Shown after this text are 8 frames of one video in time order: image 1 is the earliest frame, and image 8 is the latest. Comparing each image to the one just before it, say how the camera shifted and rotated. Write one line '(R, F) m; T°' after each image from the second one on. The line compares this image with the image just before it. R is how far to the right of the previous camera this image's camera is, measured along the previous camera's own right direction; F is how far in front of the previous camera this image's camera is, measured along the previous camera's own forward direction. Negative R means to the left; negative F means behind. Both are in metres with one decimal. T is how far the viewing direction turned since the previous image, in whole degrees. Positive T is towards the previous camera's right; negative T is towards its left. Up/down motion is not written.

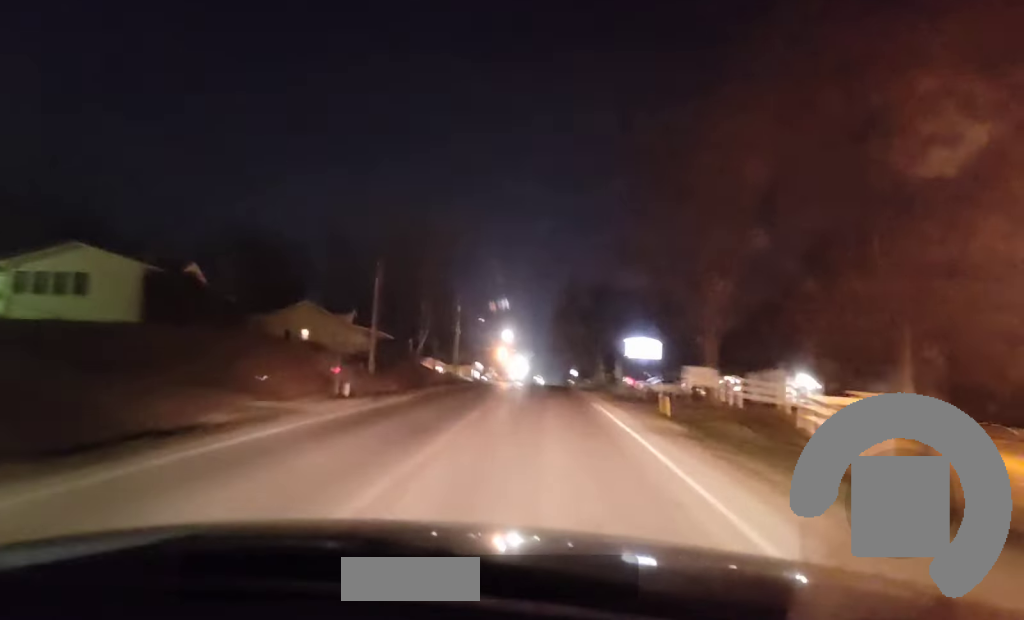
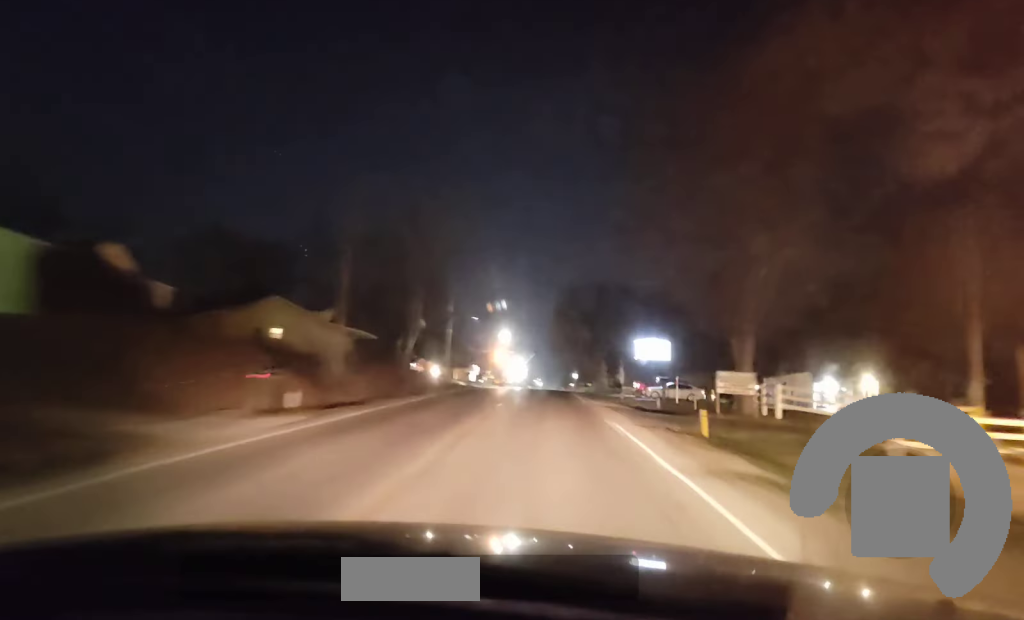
(-0.1, +8.8) m; 0°
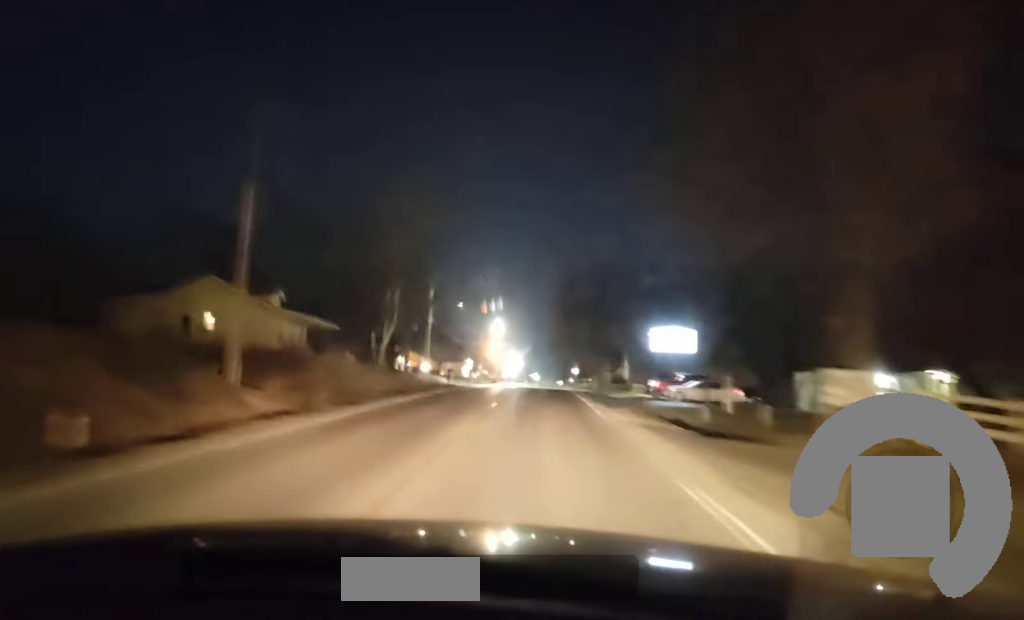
(-0.2, +14.4) m; 0°
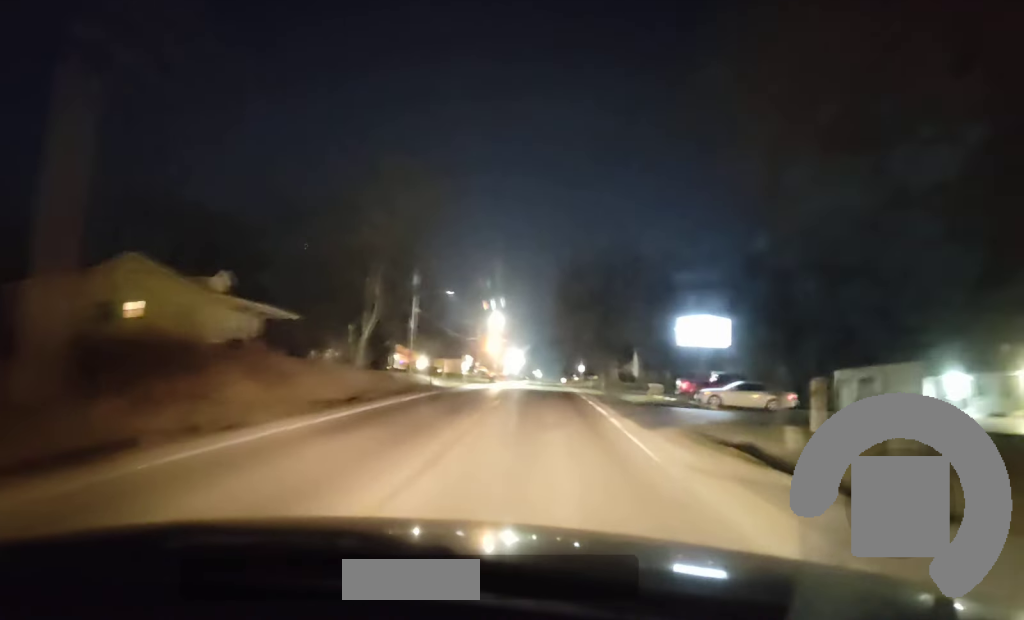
(0.0, +11.1) m; 0°
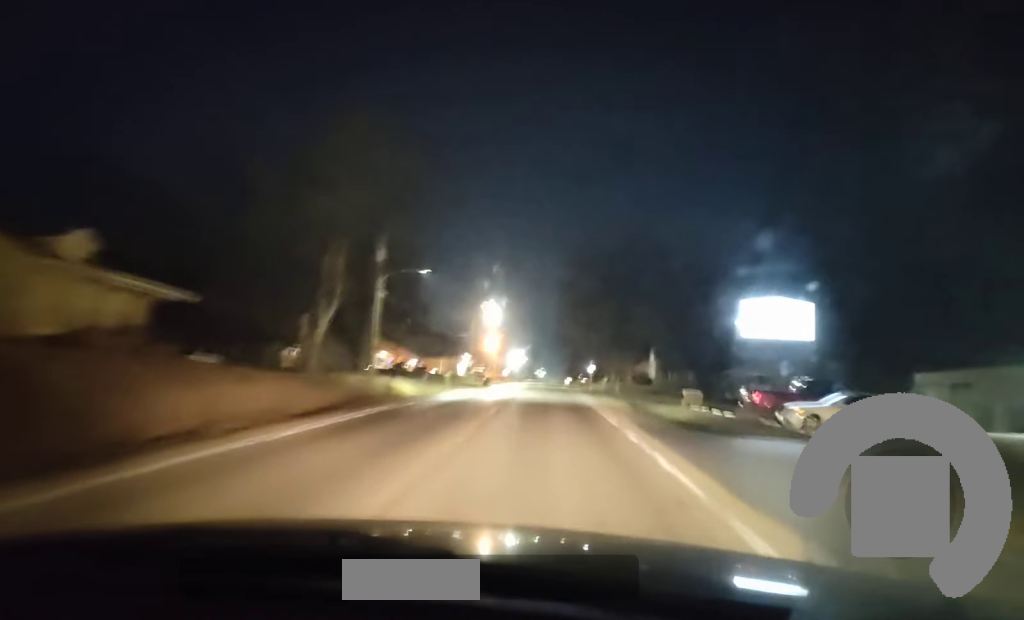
(+0.1, +15.1) m; -1°
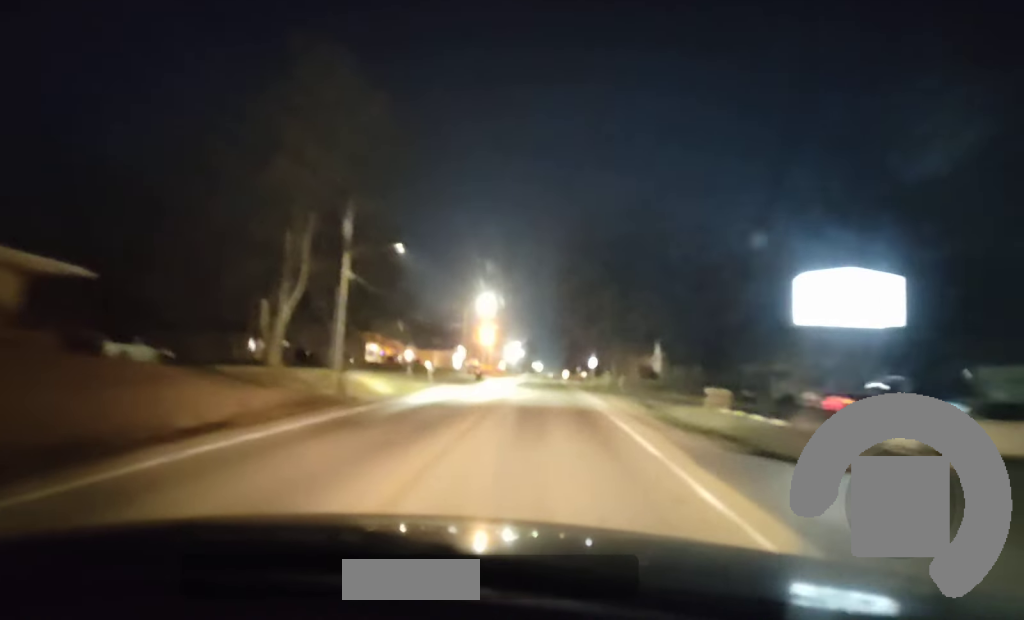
(-0.2, +9.5) m; 0°
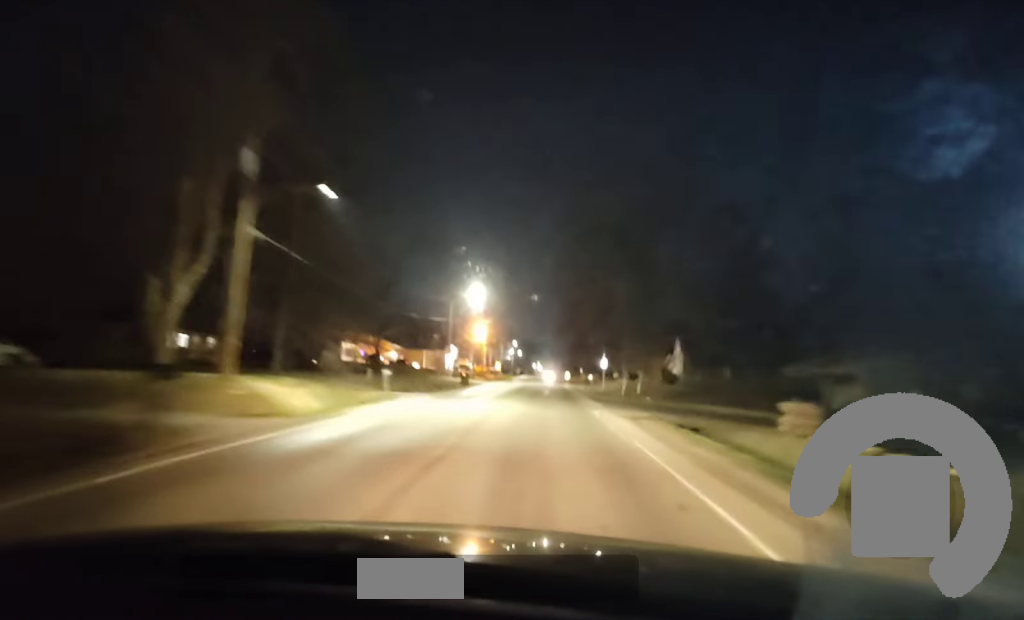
(-0.1, +14.2) m; 0°
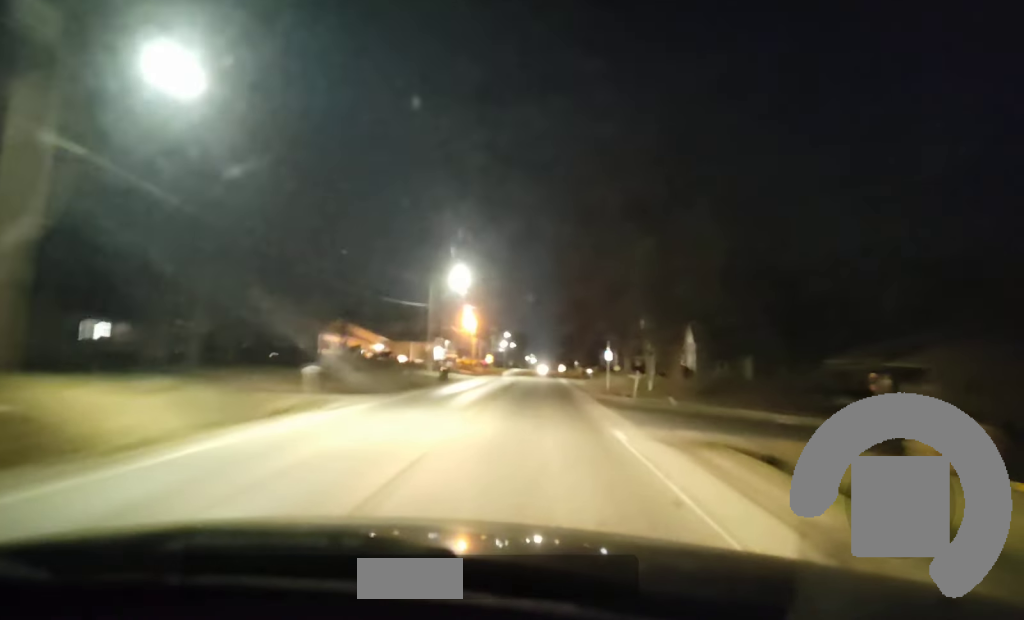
(+0.1, +13.5) m; +1°
